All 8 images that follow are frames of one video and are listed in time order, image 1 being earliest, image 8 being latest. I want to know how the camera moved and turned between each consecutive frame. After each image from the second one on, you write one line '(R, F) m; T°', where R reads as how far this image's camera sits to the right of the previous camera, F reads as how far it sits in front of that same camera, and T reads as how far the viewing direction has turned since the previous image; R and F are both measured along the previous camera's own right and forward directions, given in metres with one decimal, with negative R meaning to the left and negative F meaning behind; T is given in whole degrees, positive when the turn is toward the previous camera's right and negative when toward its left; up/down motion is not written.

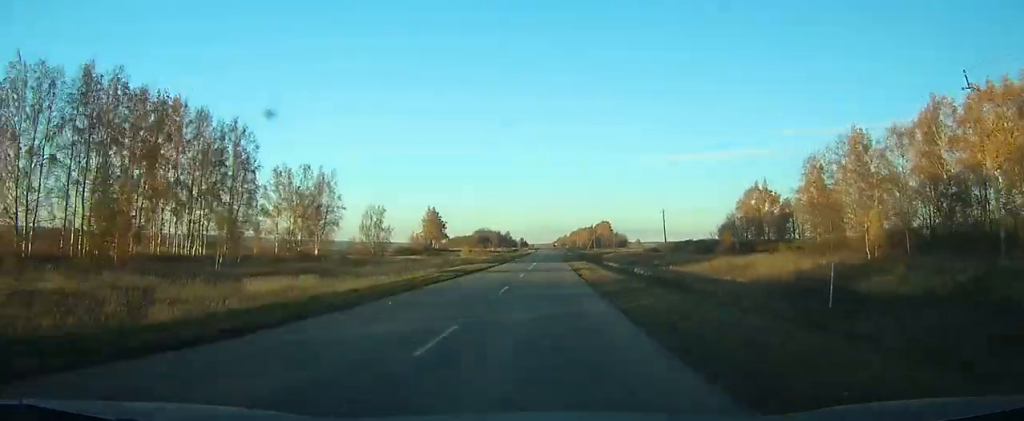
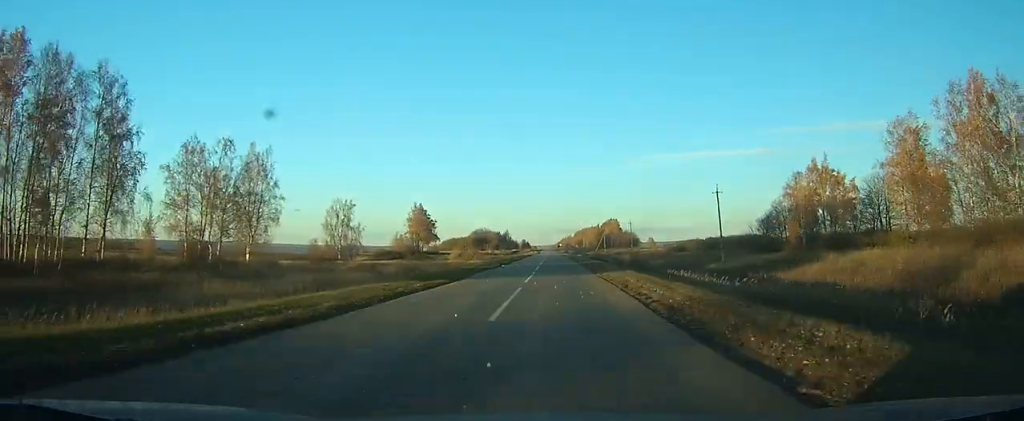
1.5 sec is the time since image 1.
(-0.1, +32.9) m; 0°
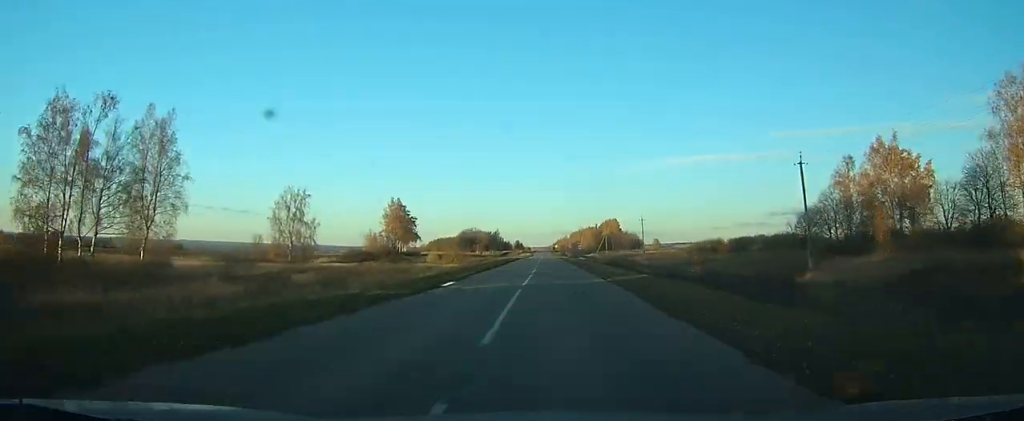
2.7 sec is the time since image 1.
(0.0, +26.6) m; 0°
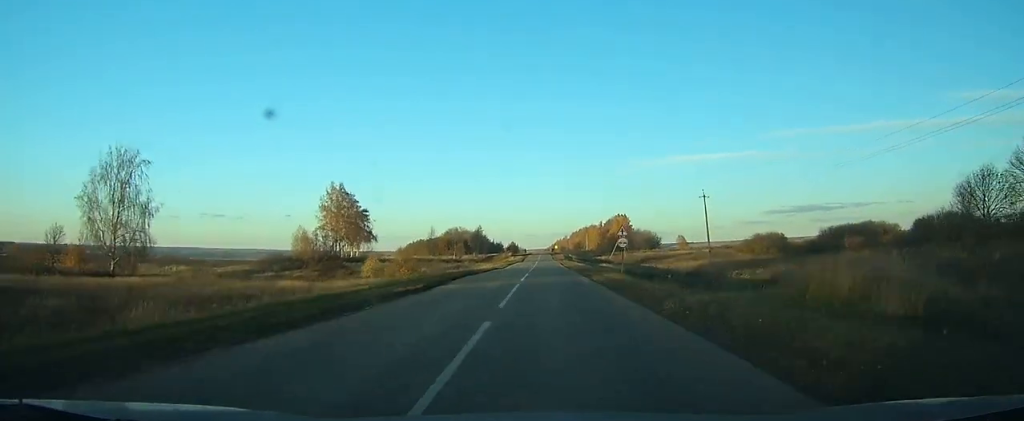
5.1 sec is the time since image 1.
(+0.1, +52.9) m; 0°
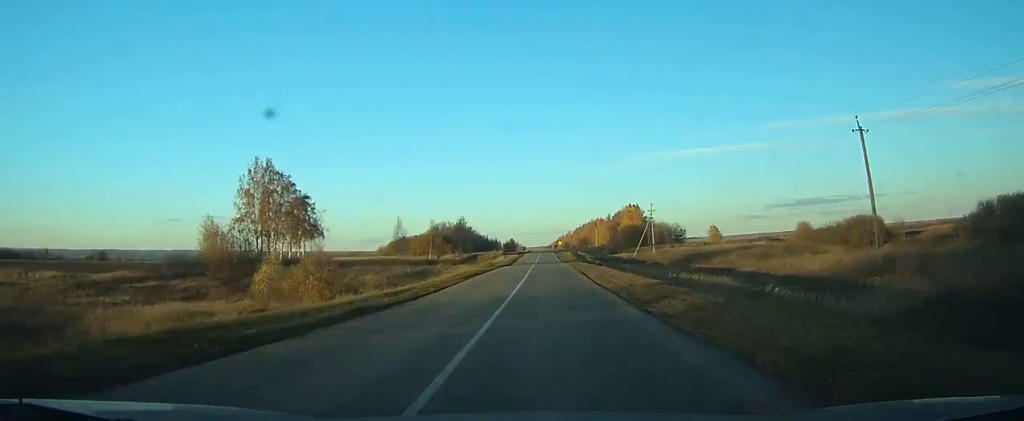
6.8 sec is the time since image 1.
(0.0, +39.9) m; 0°
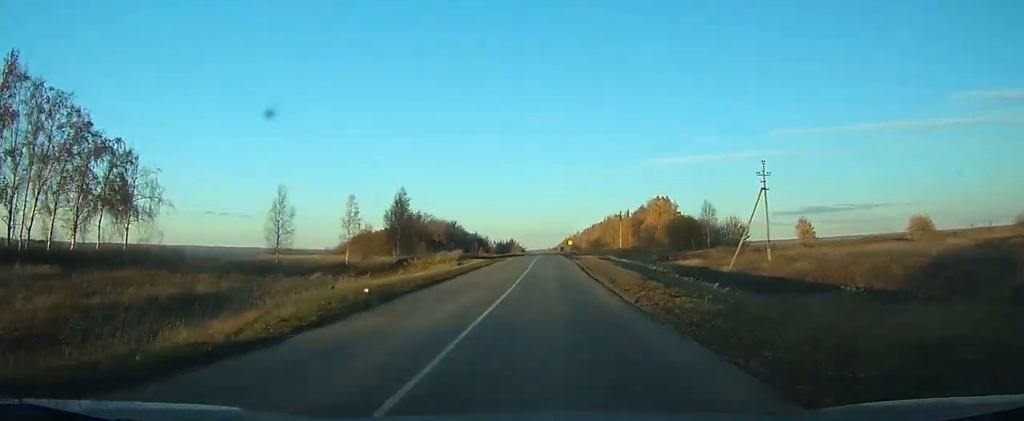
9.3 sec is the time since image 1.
(-0.1, +63.3) m; 0°
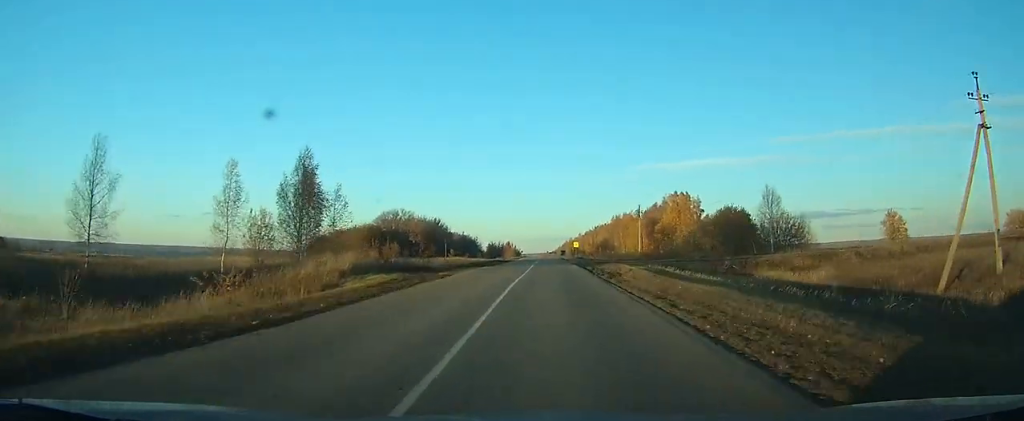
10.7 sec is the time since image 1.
(-0.1, +33.1) m; 0°
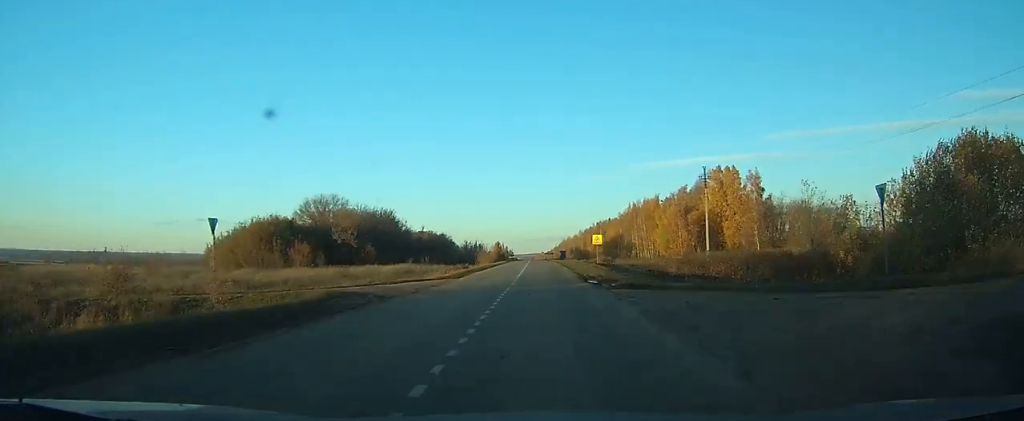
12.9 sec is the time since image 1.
(-0.1, +54.1) m; -1°
